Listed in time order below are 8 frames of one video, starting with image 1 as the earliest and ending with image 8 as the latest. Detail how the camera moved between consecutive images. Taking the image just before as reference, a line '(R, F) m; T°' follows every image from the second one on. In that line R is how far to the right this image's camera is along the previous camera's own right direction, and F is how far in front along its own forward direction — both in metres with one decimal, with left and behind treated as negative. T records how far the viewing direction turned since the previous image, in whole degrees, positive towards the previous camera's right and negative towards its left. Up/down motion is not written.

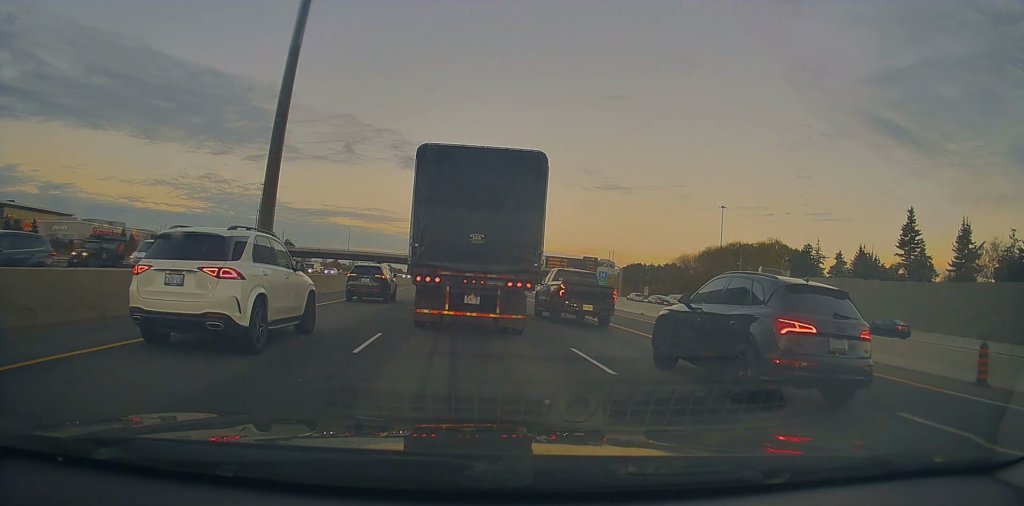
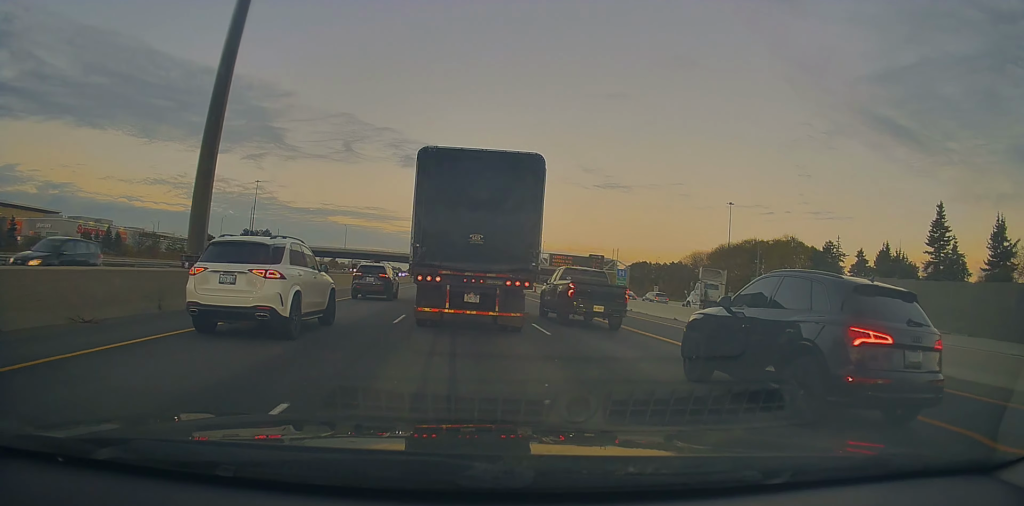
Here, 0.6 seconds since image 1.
(0.0, +6.6) m; 0°
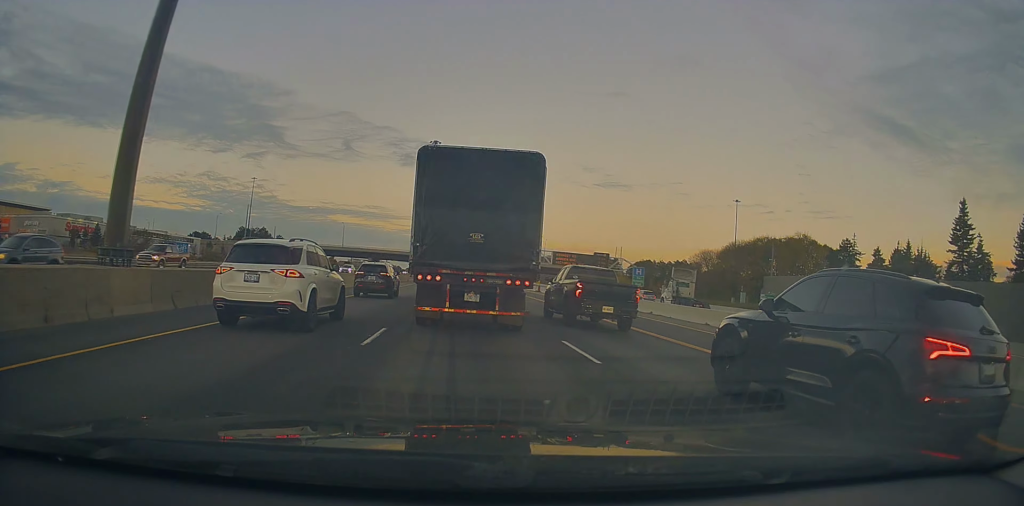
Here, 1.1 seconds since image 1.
(0.0, +4.8) m; 0°
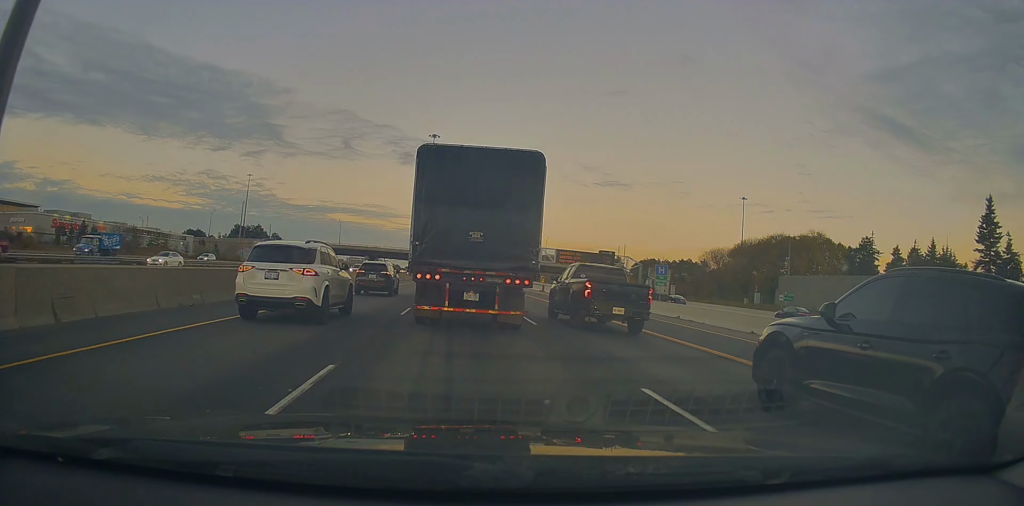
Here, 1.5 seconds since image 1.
(0.0, +5.2) m; +1°
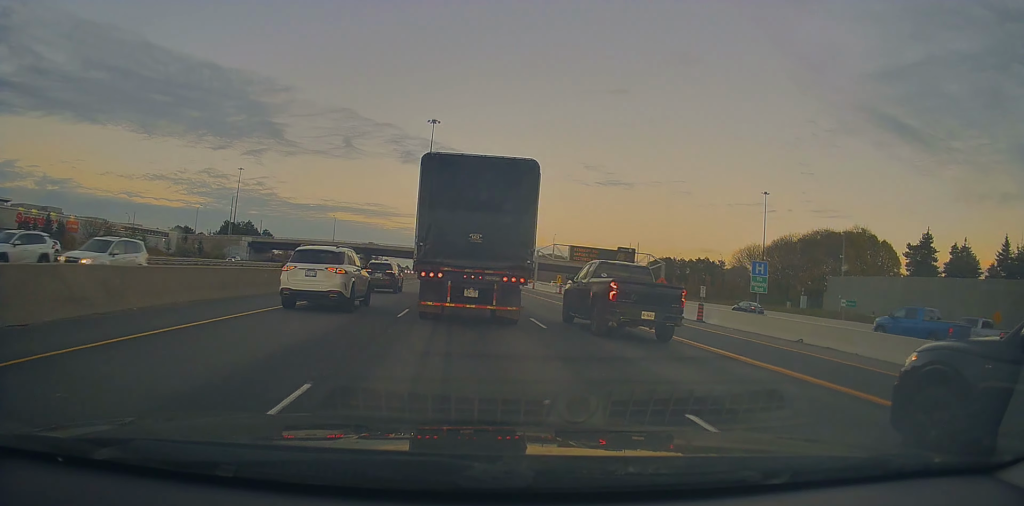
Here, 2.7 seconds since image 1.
(+0.3, +13.8) m; +2°
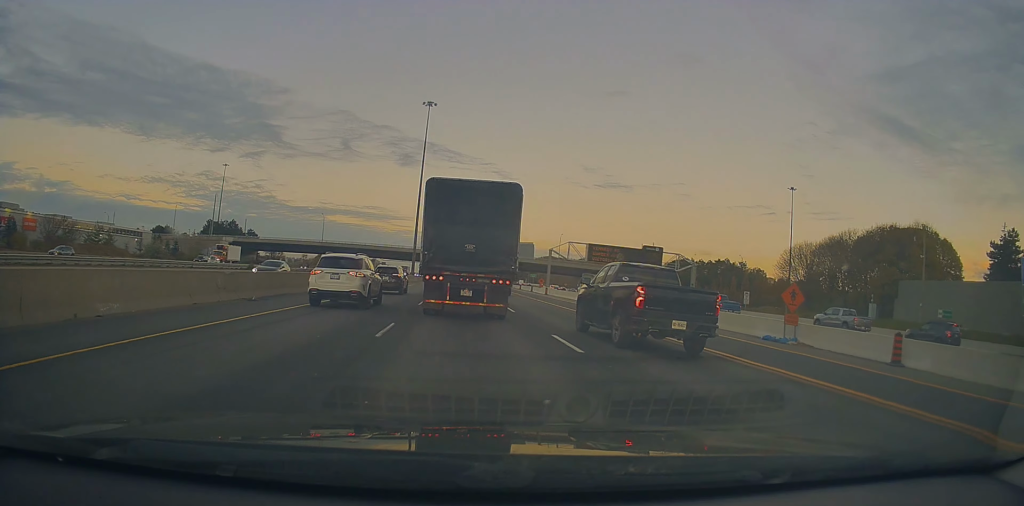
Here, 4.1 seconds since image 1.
(-0.1, +16.5) m; -1°
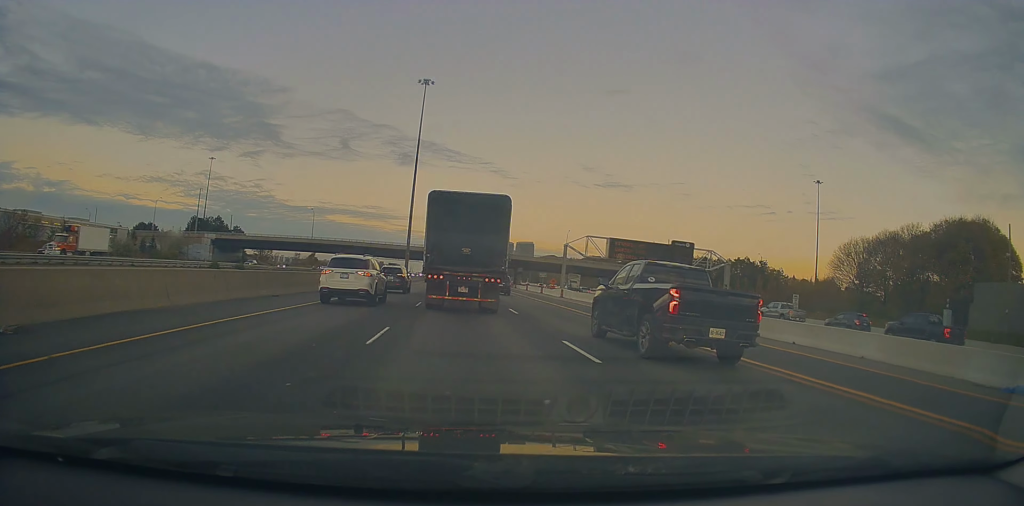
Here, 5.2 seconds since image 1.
(0.0, +13.6) m; 0°
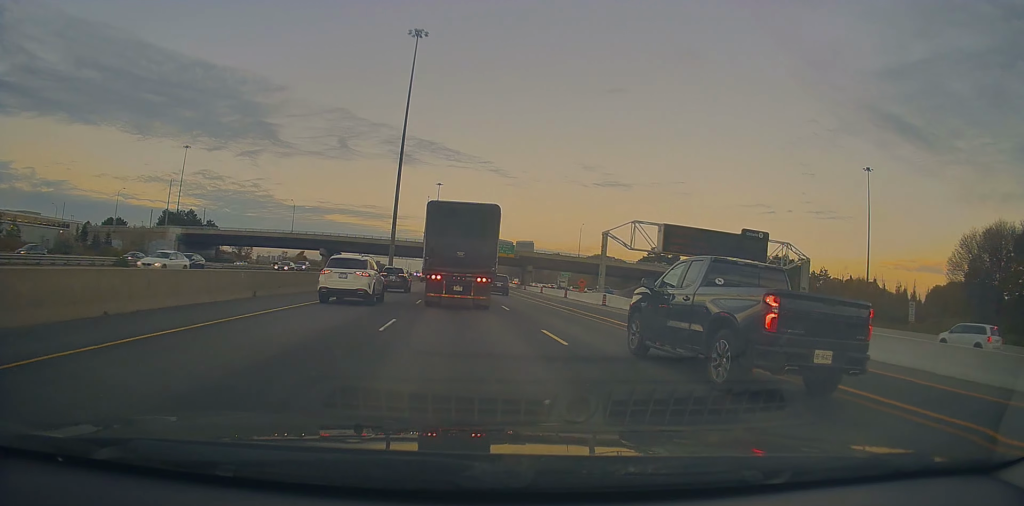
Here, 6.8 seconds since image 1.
(+0.3, +22.2) m; +1°
